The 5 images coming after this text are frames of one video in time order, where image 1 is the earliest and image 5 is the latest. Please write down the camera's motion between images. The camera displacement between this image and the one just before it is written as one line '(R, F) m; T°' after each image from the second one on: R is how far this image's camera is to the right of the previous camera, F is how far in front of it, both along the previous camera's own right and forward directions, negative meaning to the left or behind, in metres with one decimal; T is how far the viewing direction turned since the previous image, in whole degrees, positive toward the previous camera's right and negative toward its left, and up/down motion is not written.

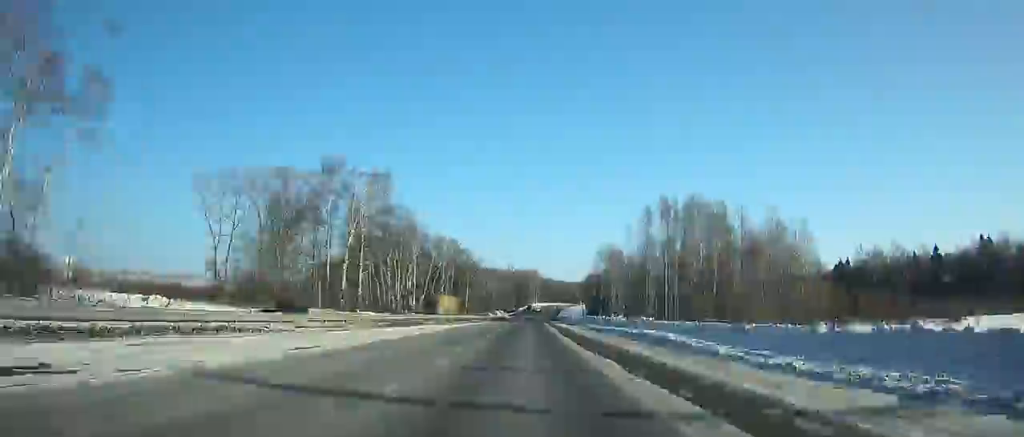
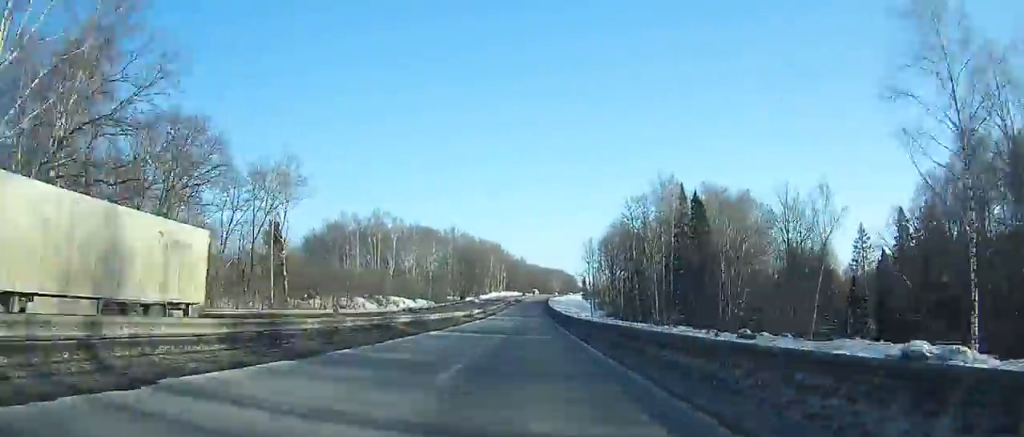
(+0.5, +164.6) m; +1°
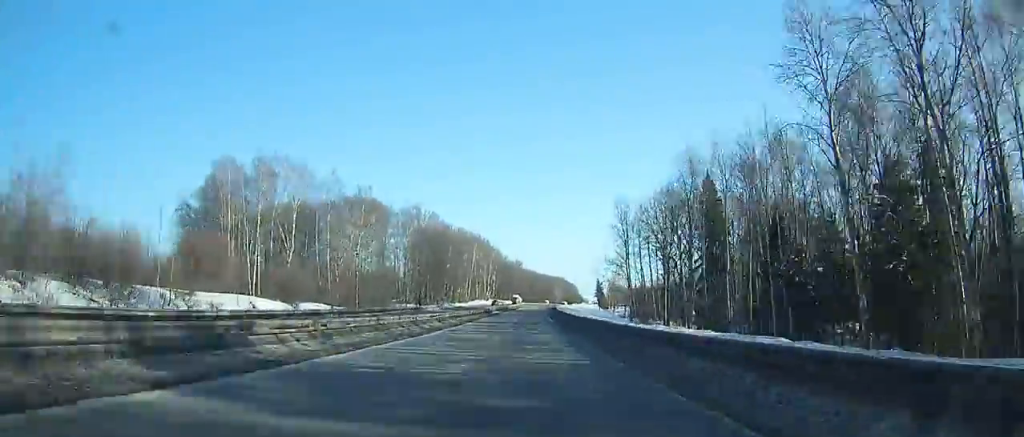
(+0.3, +67.7) m; +9°
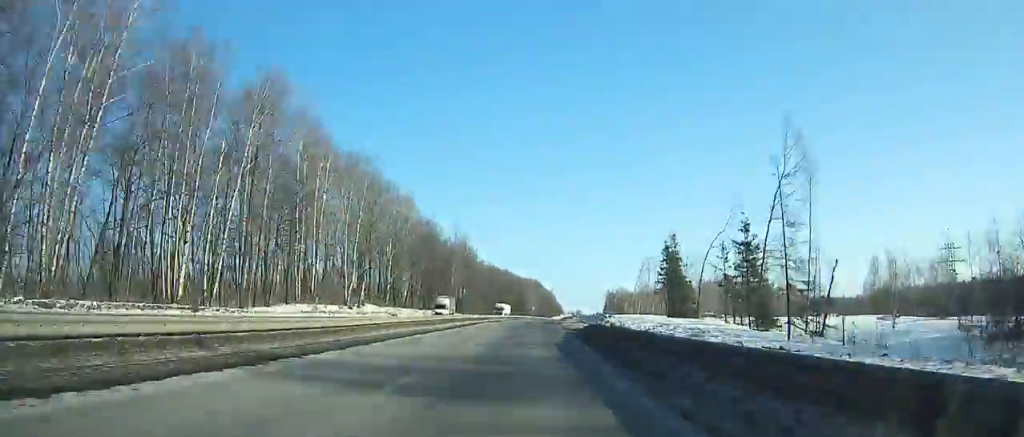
(-2.3, +133.9) m; -10°
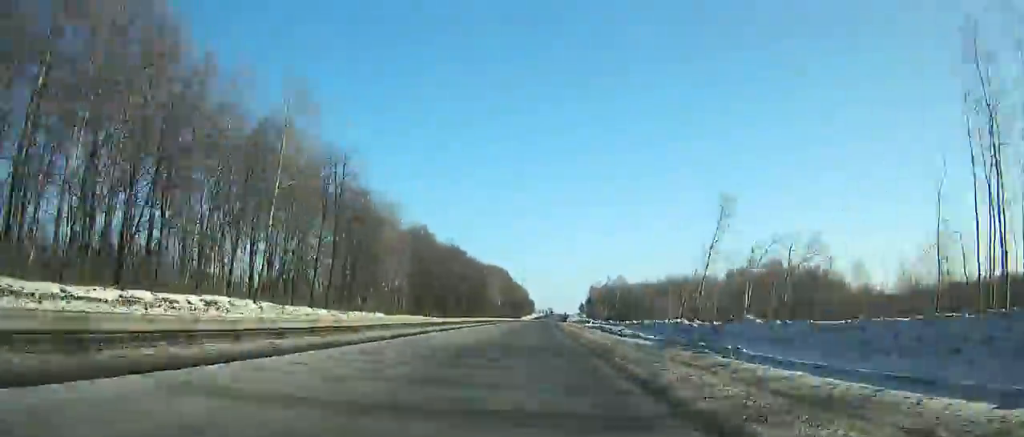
(-2.6, +103.2) m; +4°
